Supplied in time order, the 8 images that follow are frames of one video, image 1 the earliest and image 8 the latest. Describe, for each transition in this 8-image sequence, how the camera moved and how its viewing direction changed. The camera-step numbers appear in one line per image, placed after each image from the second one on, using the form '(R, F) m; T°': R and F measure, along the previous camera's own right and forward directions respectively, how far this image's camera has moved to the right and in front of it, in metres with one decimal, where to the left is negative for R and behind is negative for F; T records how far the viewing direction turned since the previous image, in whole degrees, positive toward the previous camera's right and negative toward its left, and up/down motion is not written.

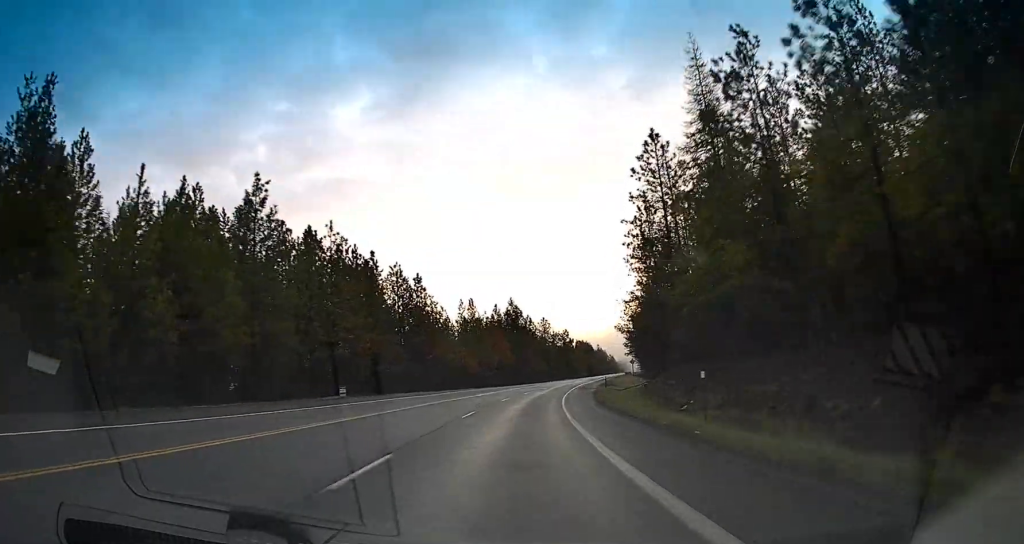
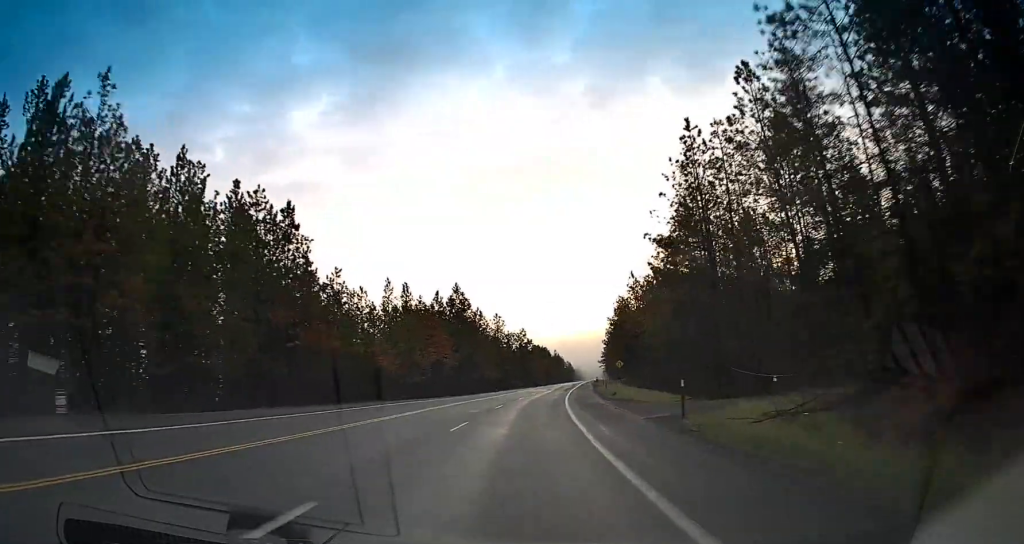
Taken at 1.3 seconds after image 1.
(+1.3, +36.5) m; +5°
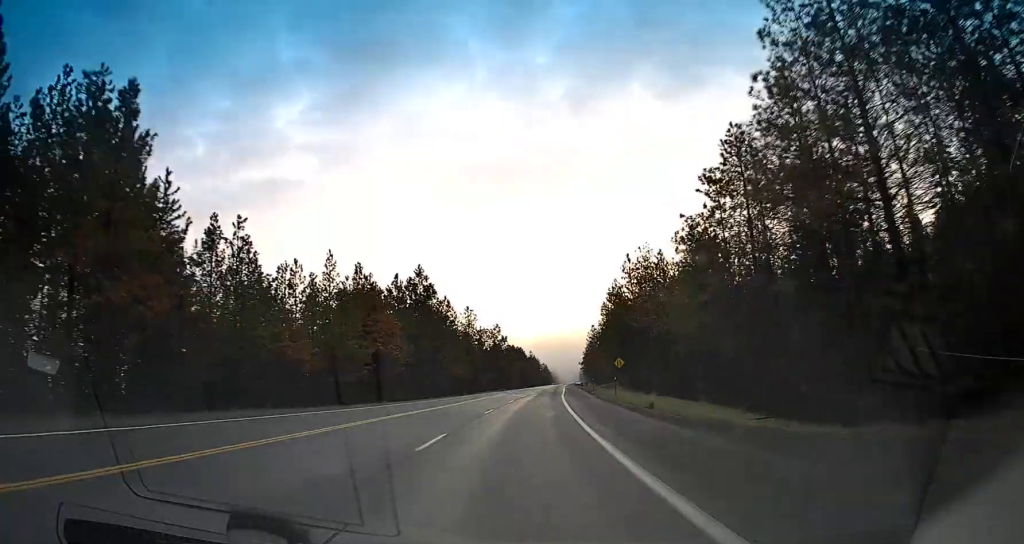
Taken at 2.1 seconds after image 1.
(+0.6, +21.2) m; +3°
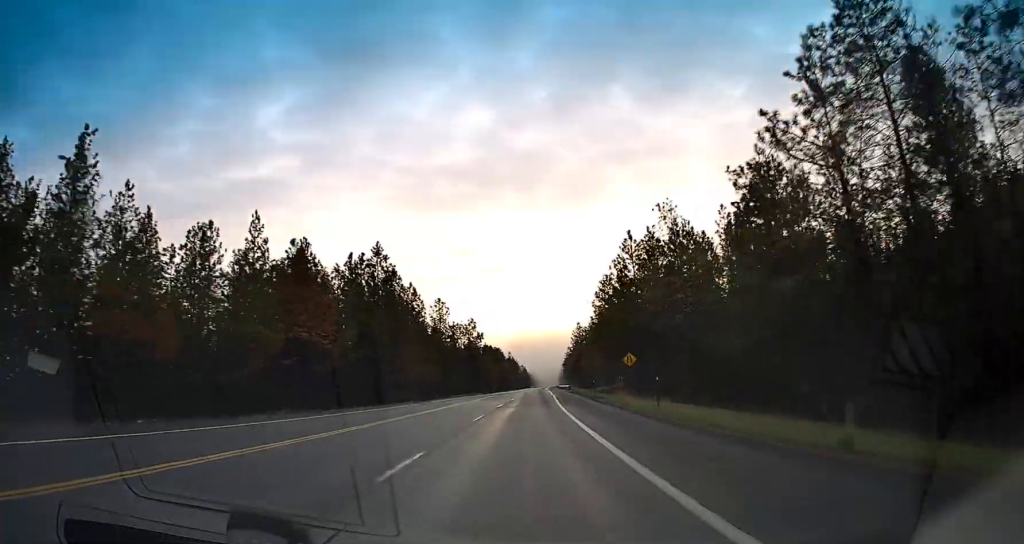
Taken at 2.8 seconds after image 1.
(+0.2, +19.2) m; +2°
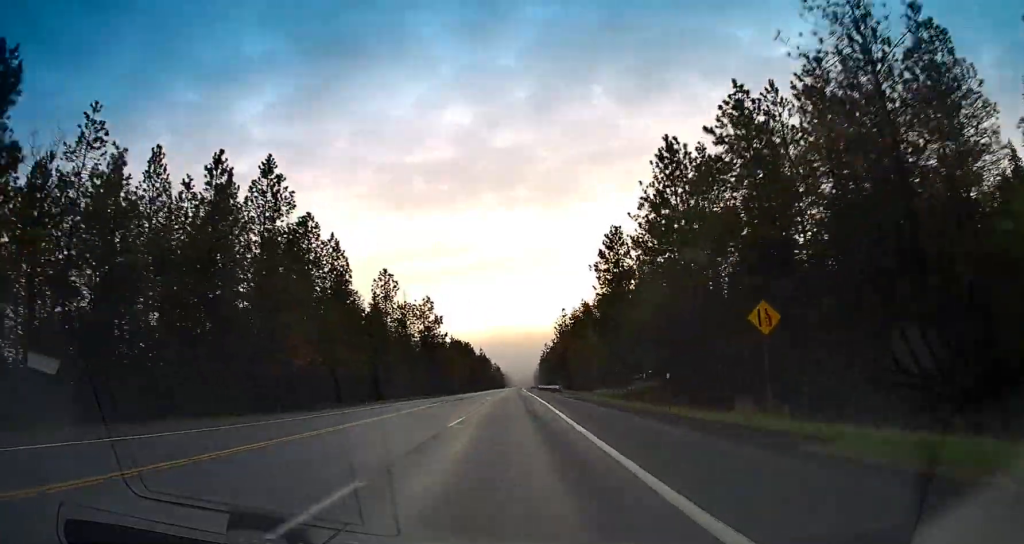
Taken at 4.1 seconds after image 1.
(+1.2, +35.3) m; +3°
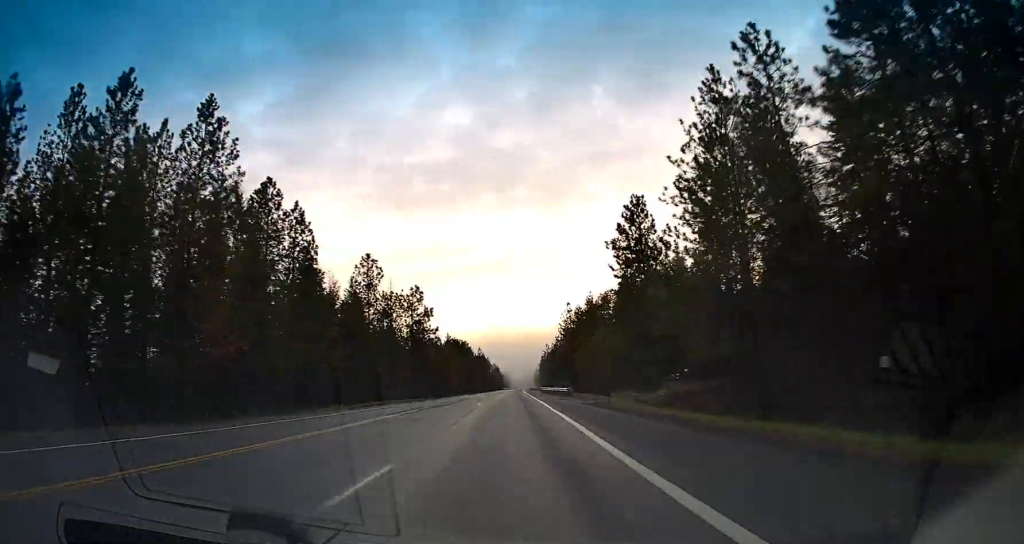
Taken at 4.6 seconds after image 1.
(0.0, +13.5) m; +1°
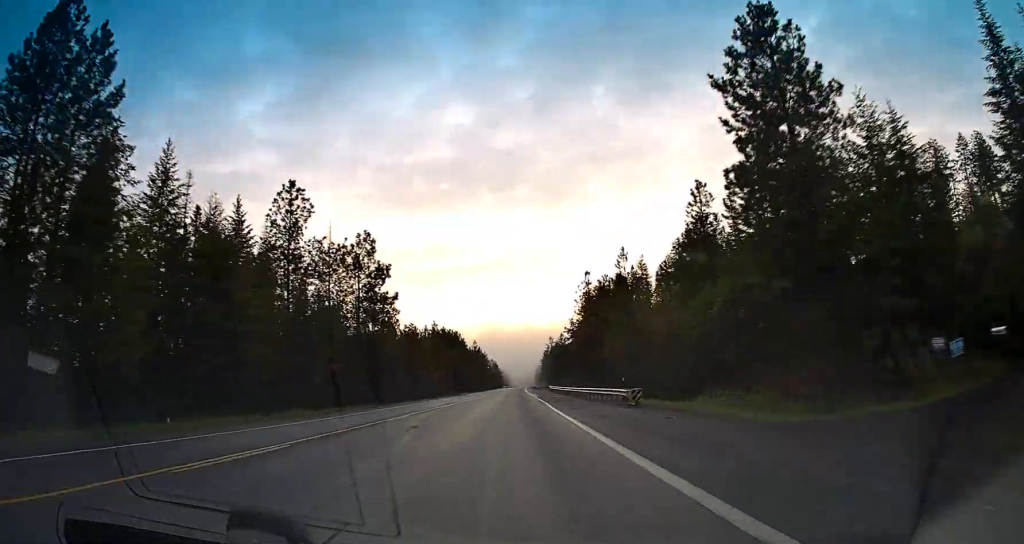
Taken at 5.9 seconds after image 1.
(+0.6, +34.9) m; +1°
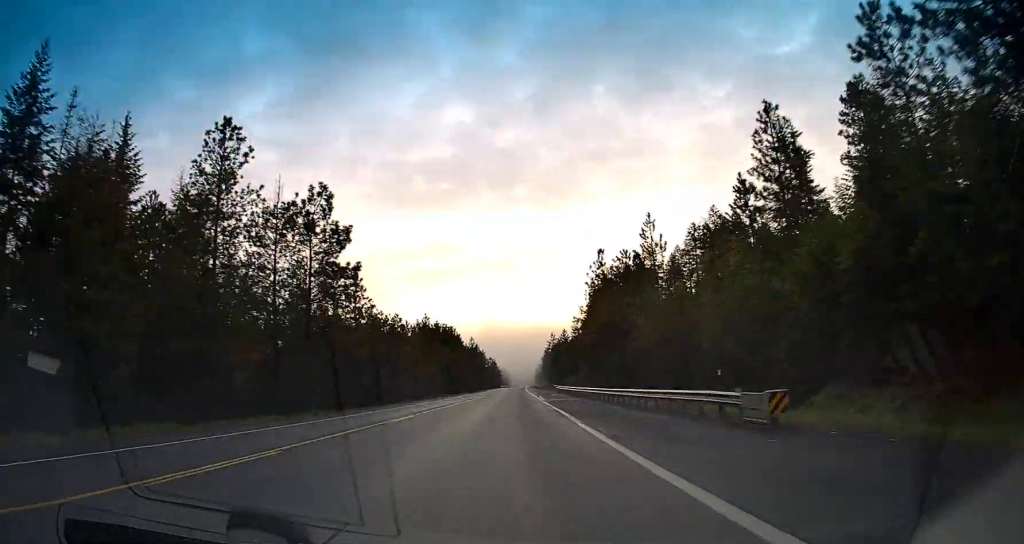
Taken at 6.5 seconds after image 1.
(0.0, +16.0) m; 0°
